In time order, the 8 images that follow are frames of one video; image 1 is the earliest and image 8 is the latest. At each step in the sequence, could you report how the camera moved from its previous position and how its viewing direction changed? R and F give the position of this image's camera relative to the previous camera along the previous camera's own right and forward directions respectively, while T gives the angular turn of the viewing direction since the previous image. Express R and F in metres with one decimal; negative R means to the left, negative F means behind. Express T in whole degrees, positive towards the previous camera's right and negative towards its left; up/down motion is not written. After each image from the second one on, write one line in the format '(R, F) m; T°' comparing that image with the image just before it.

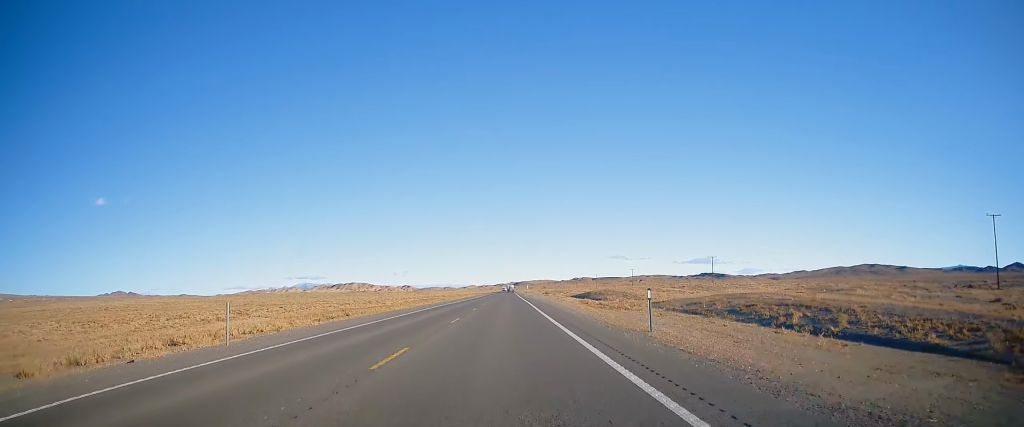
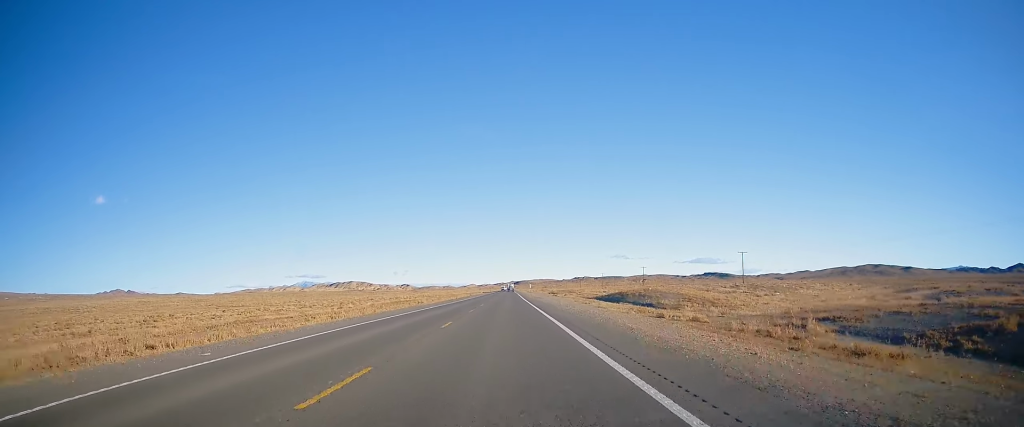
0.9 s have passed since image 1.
(-0.1, +27.4) m; -1°
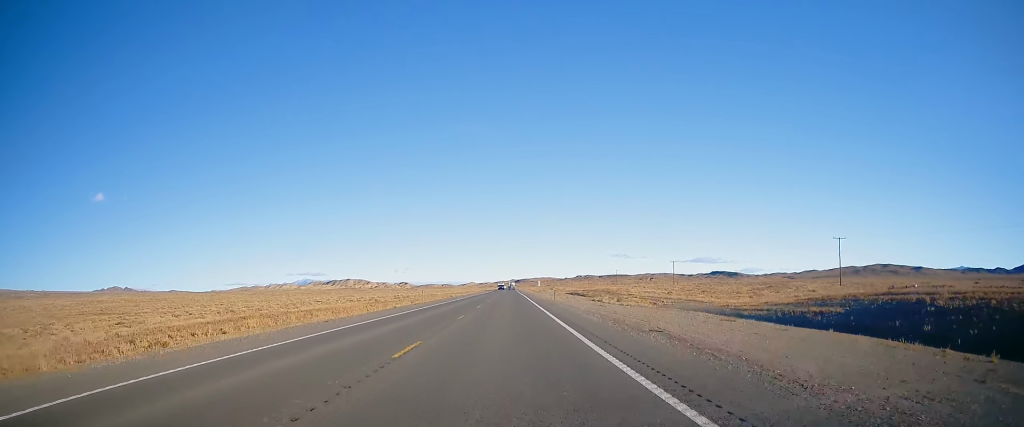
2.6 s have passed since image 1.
(-0.2, +56.4) m; +1°
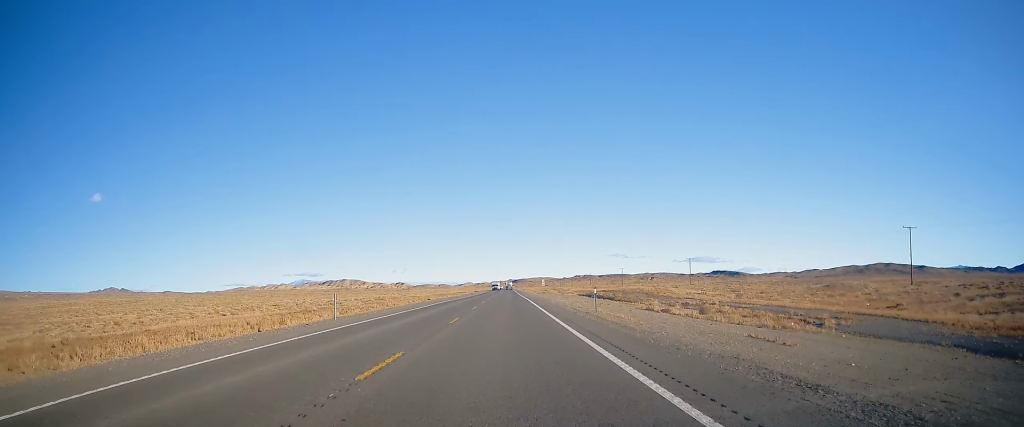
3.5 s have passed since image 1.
(+0.1, +26.7) m; 0°
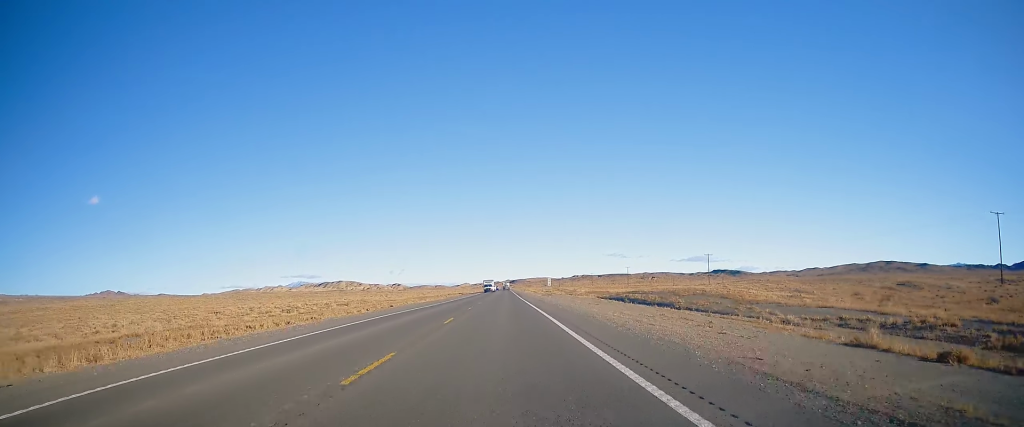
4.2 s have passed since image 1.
(0.0, +24.5) m; 0°
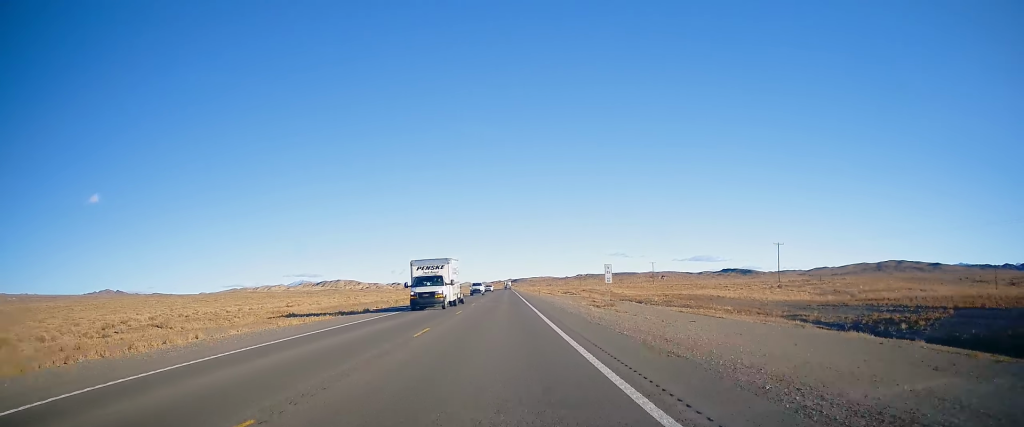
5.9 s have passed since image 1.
(+0.5, +54.0) m; +1°
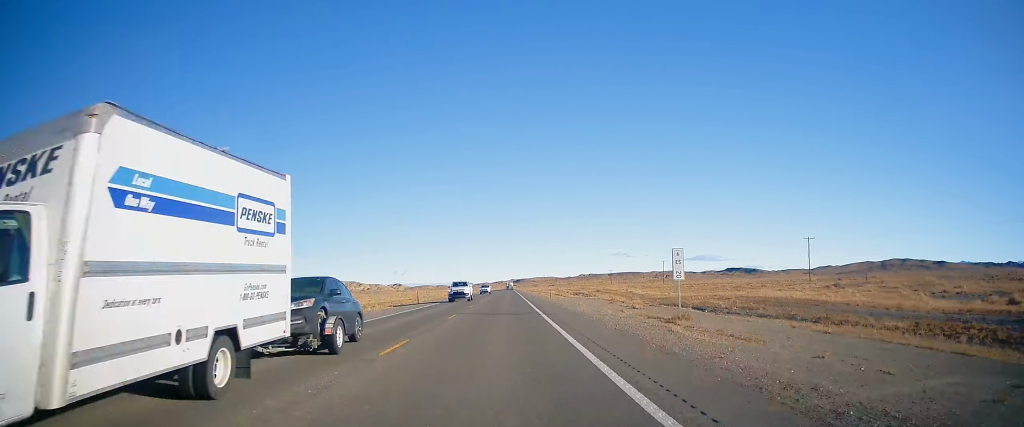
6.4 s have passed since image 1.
(-0.1, +15.9) m; -1°
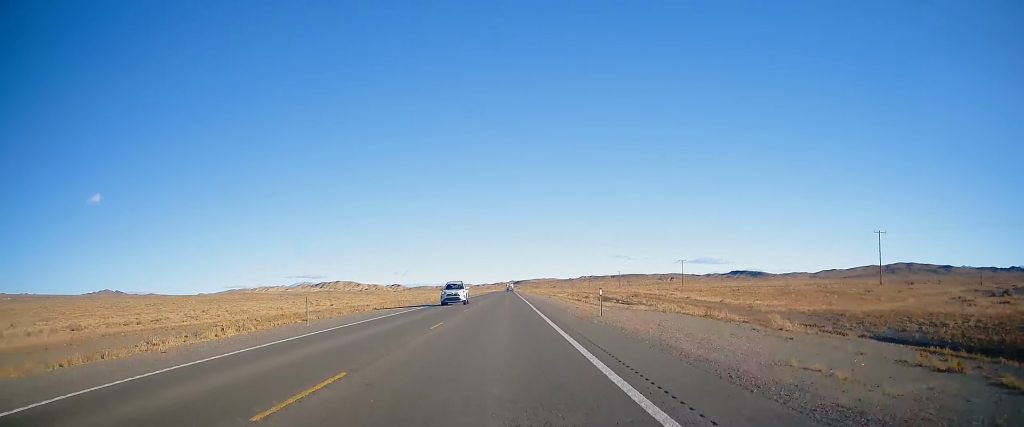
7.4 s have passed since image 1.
(-0.4, +29.6) m; -1°
